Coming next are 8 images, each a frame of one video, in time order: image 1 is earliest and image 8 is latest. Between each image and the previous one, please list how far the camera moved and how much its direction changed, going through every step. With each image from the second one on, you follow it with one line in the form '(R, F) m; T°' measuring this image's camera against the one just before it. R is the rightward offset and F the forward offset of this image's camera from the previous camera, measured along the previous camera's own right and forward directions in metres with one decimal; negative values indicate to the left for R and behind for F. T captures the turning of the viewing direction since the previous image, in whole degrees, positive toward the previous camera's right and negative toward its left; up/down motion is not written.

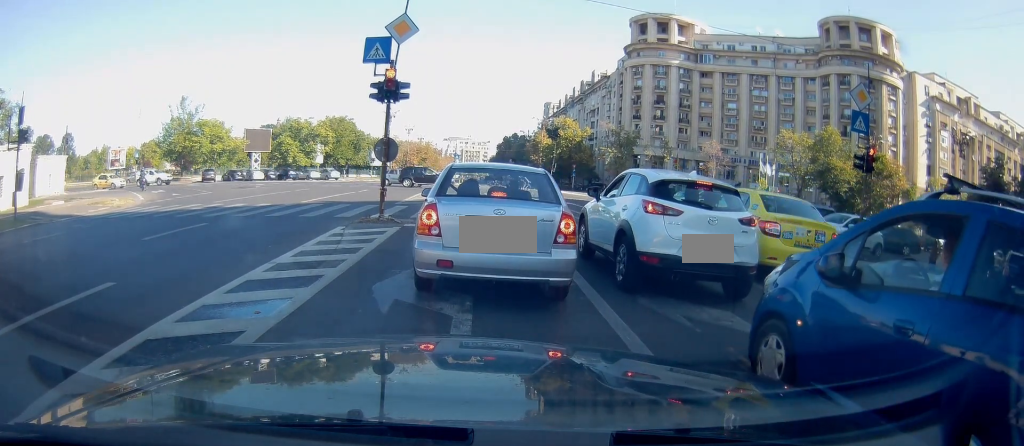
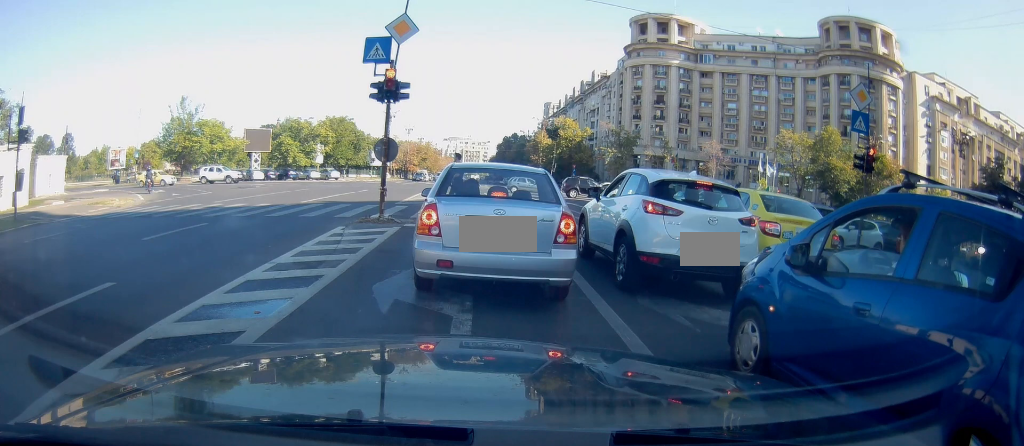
(0.0, 0.0) m; 0°
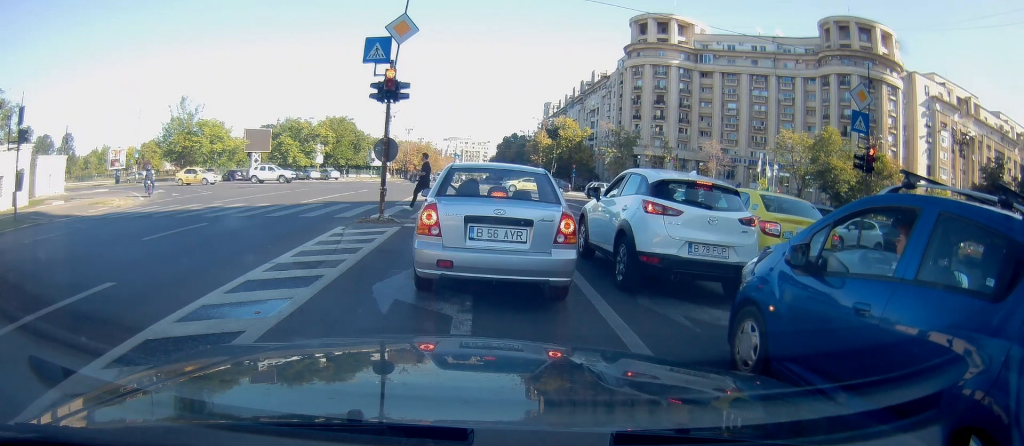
(0.0, 0.0) m; 0°
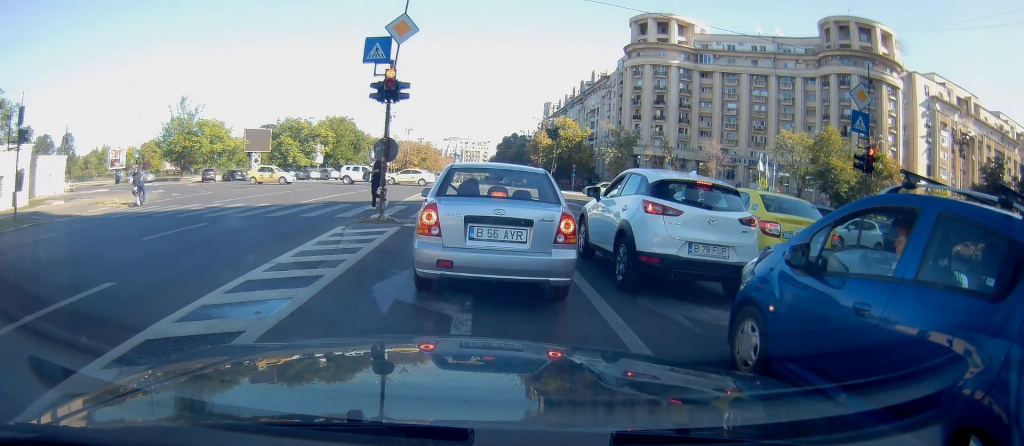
(0.0, 0.0) m; 0°
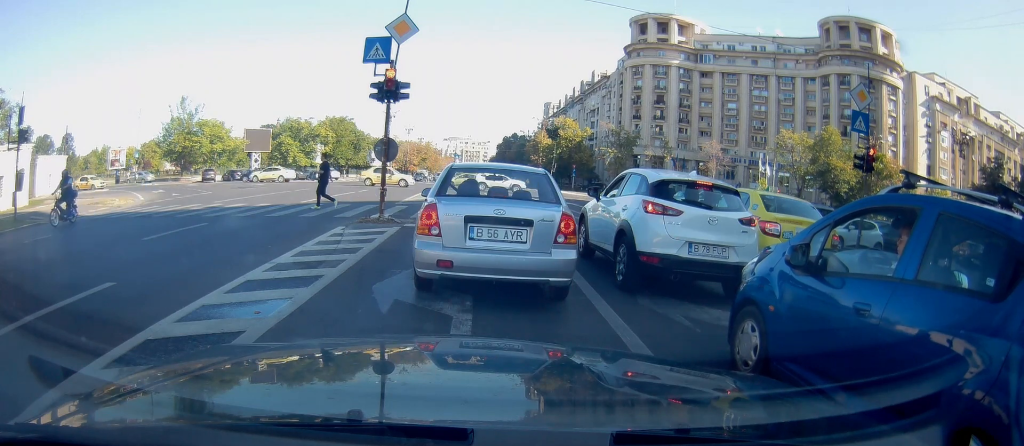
(0.0, 0.0) m; 0°
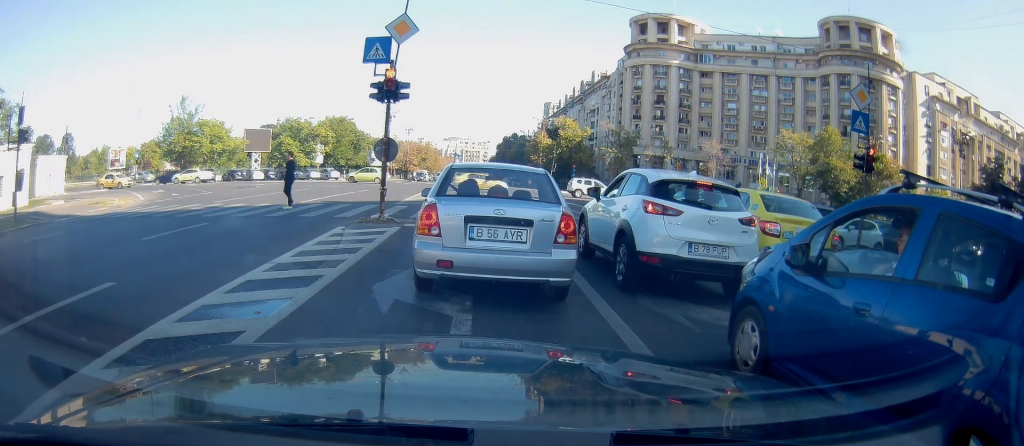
(0.0, 0.0) m; 0°
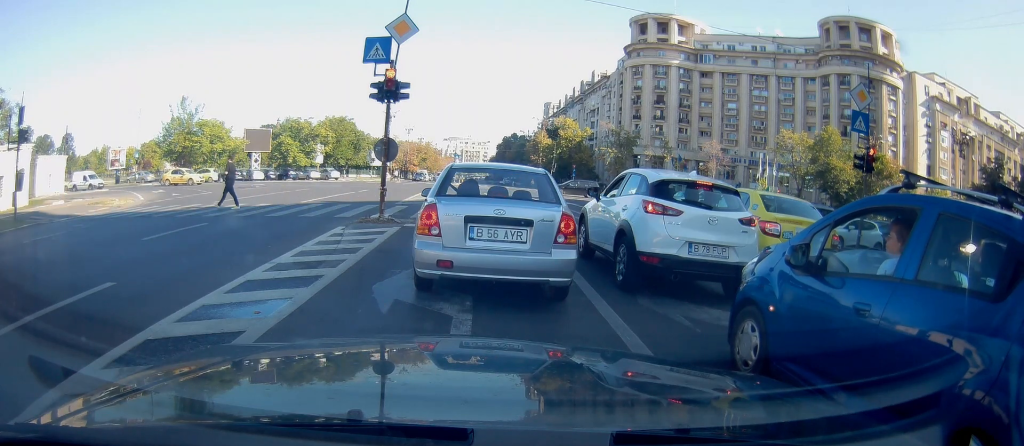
(0.0, +0.2) m; 0°
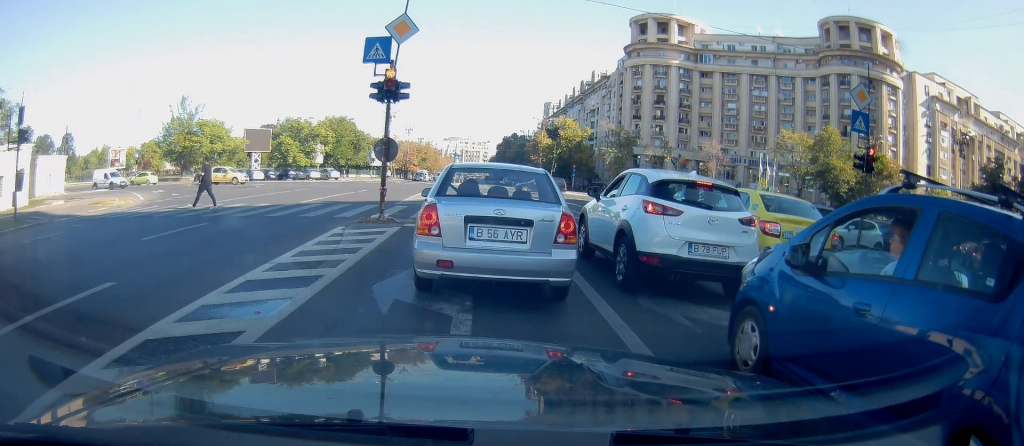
(0.0, 0.0) m; 0°
